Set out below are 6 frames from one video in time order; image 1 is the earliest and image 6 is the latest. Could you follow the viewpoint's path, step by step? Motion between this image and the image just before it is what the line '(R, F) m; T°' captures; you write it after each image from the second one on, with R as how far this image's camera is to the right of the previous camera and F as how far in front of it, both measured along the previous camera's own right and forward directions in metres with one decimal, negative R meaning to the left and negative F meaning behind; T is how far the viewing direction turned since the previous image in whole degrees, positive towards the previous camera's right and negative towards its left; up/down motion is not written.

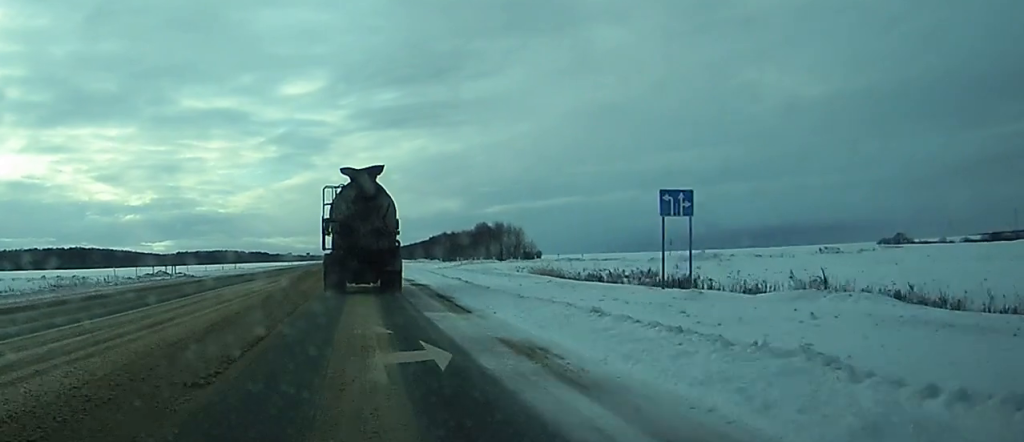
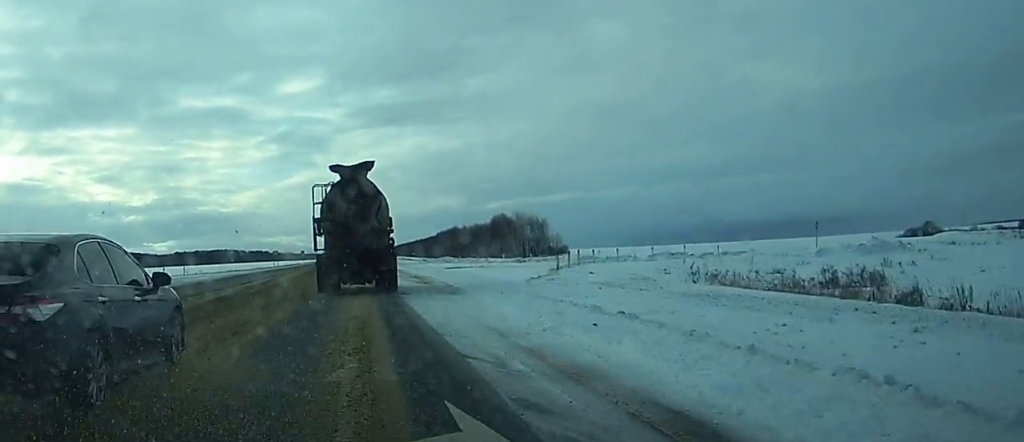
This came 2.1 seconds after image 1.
(-0.1, +34.9) m; 0°
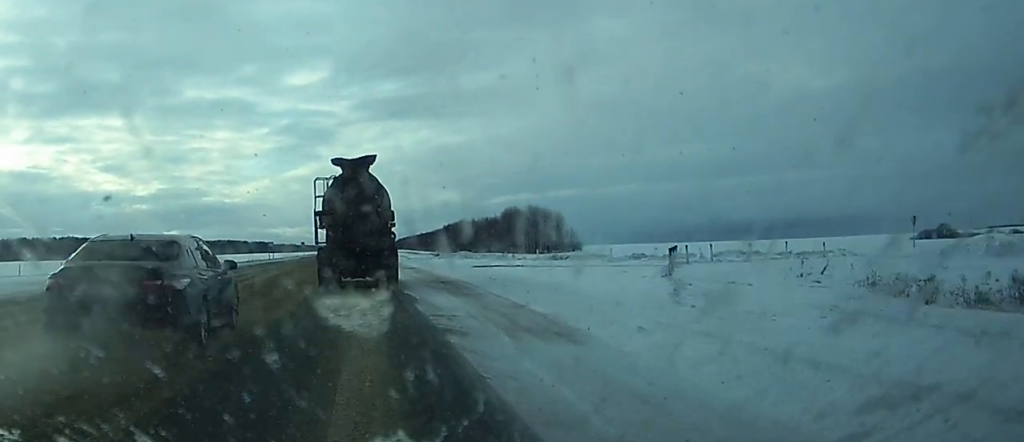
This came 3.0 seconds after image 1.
(+0.1, +13.5) m; 0°
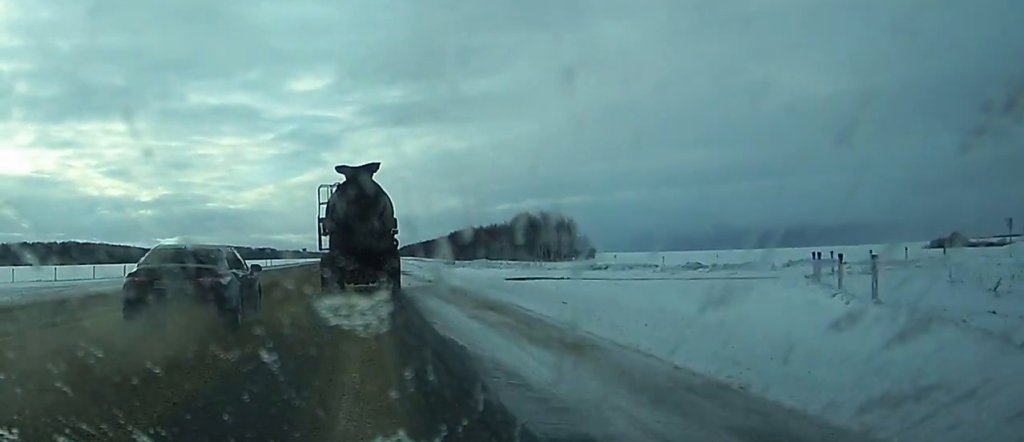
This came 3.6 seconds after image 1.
(+0.1, +10.2) m; 0°
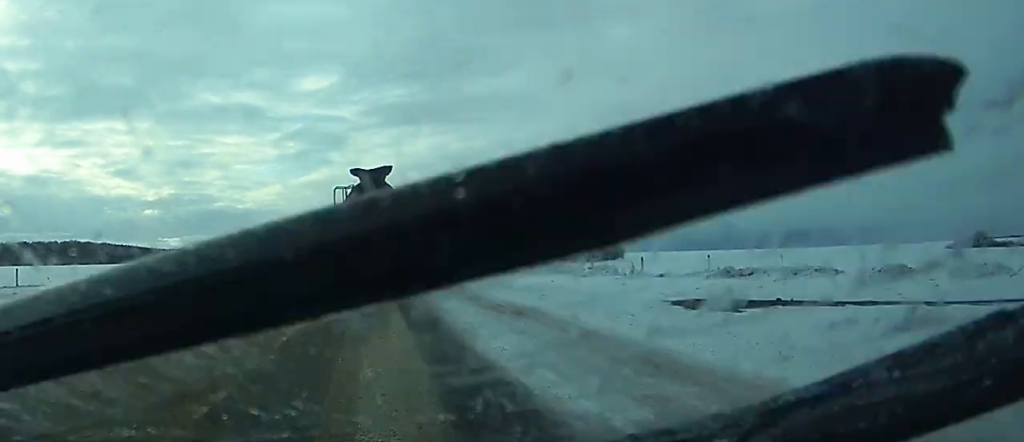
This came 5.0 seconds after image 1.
(-0.2, +21.6) m; -1°
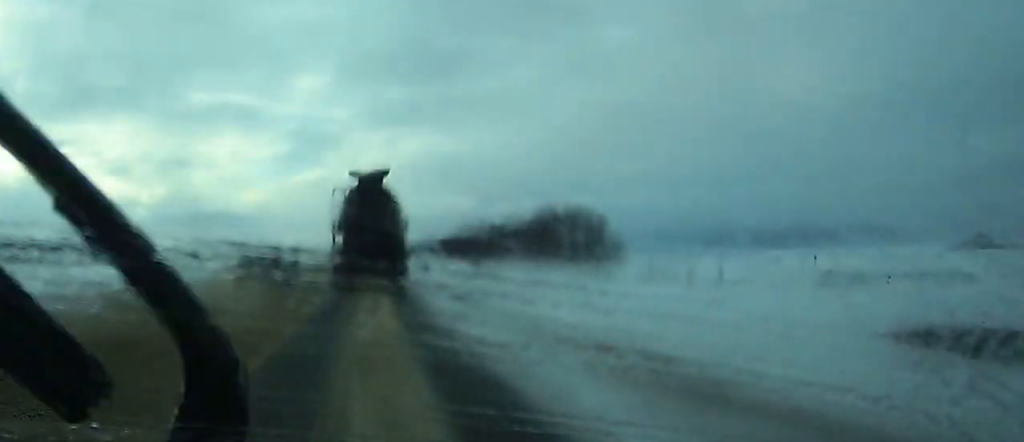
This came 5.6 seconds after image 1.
(0.0, +9.3) m; 0°
